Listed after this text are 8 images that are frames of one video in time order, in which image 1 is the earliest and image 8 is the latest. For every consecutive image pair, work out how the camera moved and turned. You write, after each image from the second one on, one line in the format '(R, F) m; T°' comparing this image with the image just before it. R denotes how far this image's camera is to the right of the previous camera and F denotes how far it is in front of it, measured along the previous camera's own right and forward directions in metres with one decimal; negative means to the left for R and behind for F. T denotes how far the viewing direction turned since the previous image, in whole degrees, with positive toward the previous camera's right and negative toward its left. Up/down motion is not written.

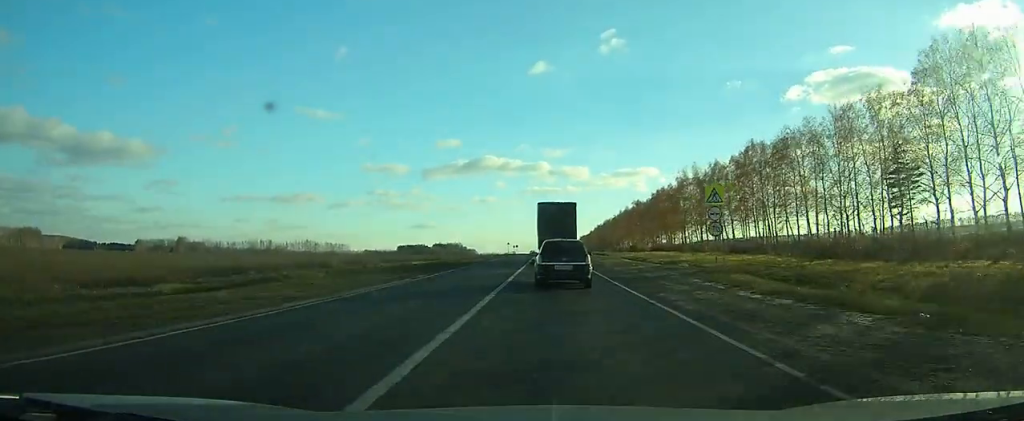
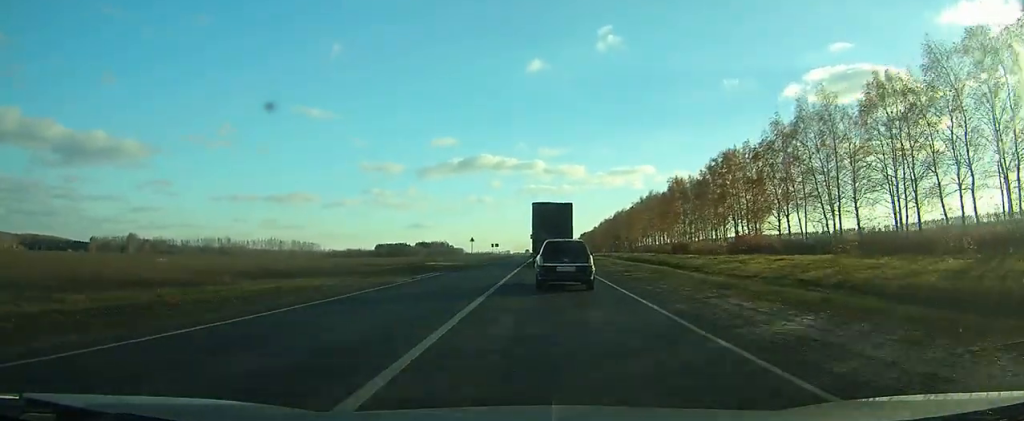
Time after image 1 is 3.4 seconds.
(+0.2, +75.6) m; 0°
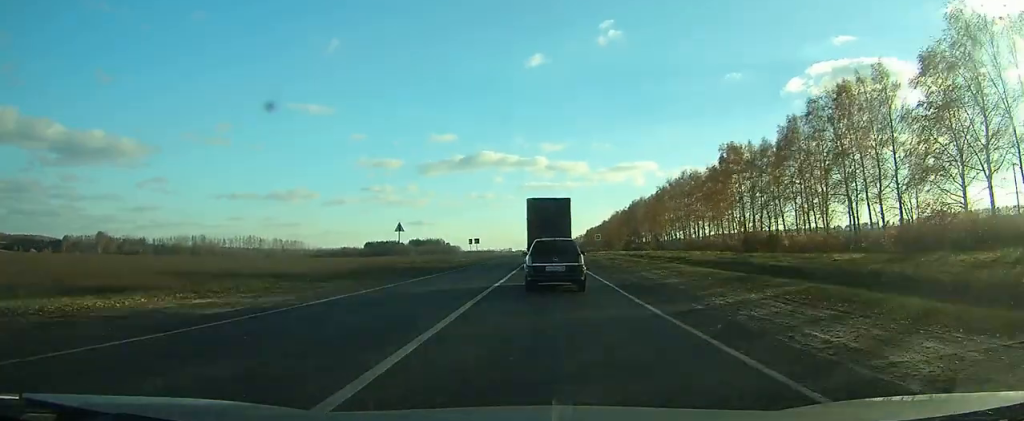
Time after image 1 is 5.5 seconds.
(0.0, +44.7) m; 0°
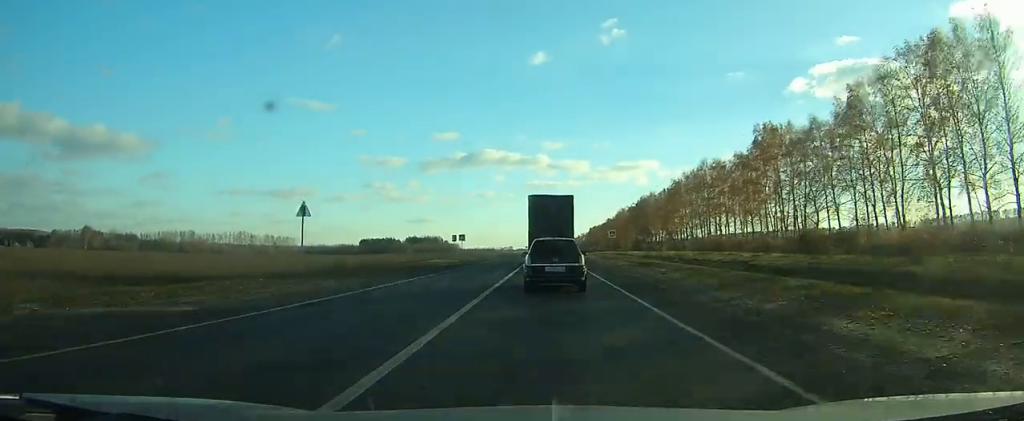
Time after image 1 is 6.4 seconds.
(0.0, +17.9) m; 0°
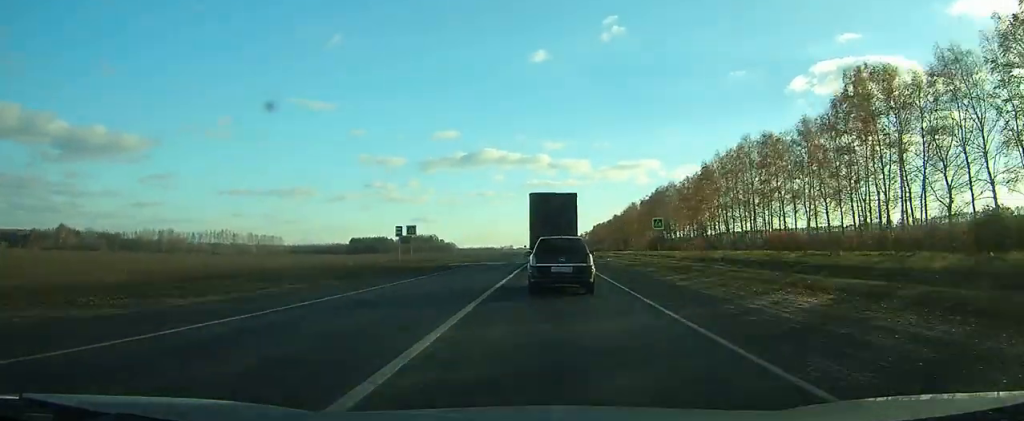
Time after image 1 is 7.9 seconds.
(-0.1, +31.6) m; 0°
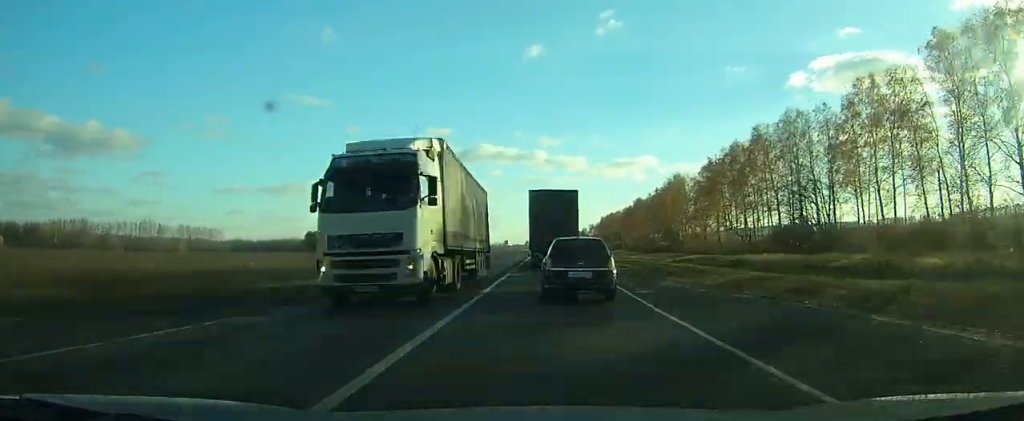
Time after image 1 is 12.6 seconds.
(+0.1, +96.9) m; 0°
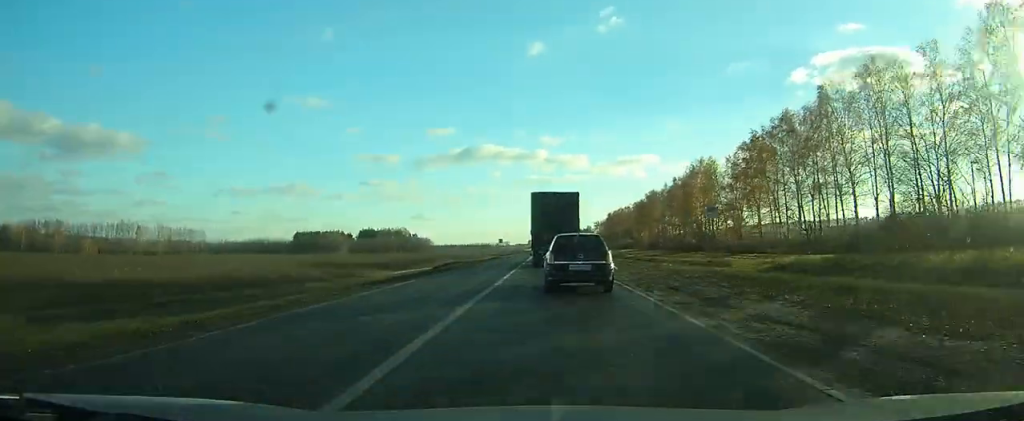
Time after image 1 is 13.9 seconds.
(+0.1, +24.7) m; 0°
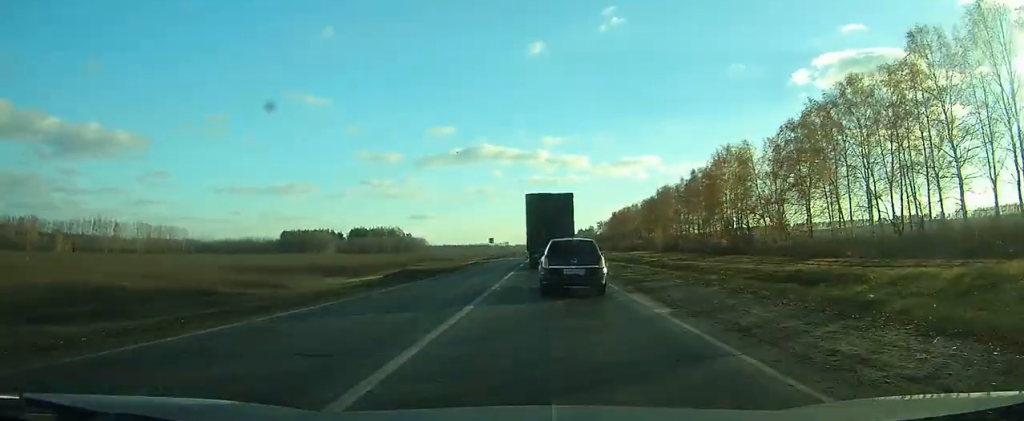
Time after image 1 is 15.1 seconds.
(0.0, +21.0) m; 0°
